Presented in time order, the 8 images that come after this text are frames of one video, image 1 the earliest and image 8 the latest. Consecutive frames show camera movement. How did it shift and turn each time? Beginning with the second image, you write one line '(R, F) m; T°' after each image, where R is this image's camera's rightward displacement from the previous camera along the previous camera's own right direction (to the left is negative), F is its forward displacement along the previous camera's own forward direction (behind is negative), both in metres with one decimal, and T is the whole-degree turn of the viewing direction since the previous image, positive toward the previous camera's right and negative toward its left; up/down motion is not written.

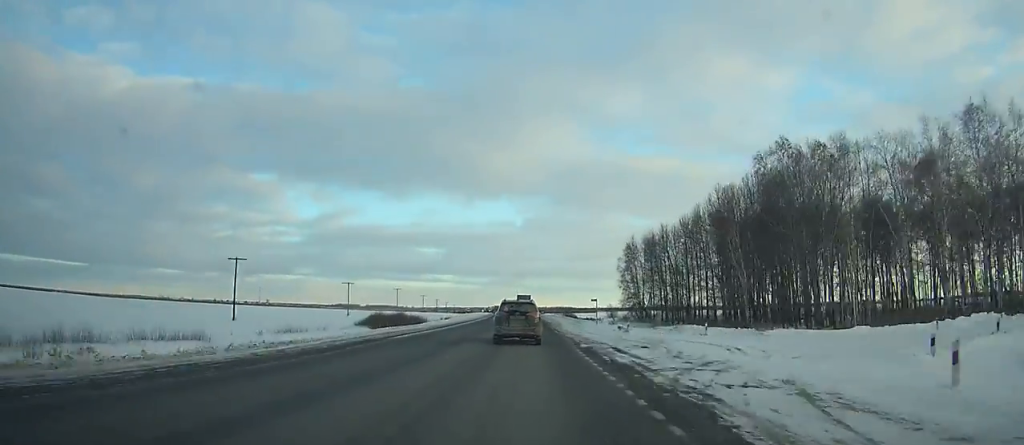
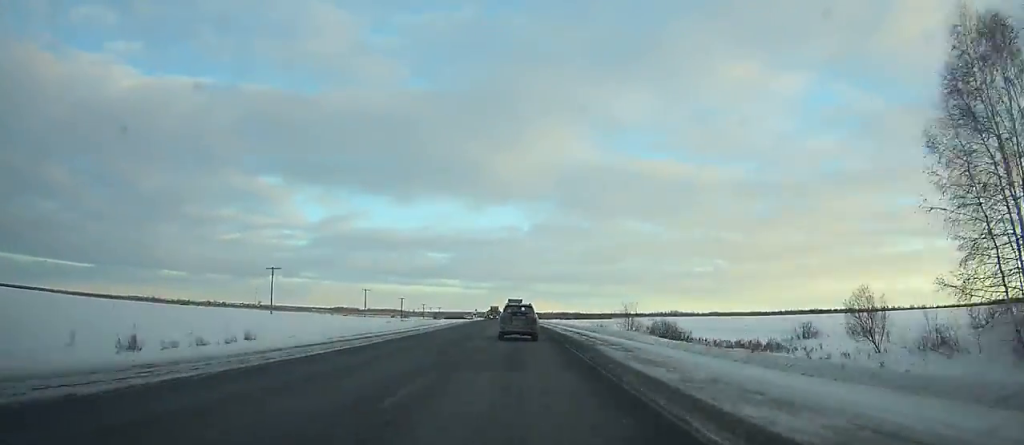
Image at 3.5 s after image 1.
(-1.5, +89.4) m; -2°
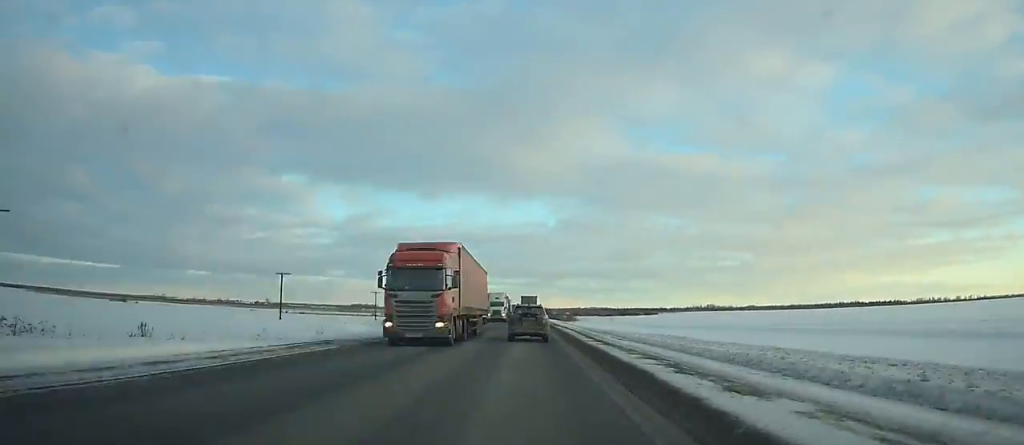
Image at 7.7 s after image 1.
(-1.7, +108.7) m; -2°
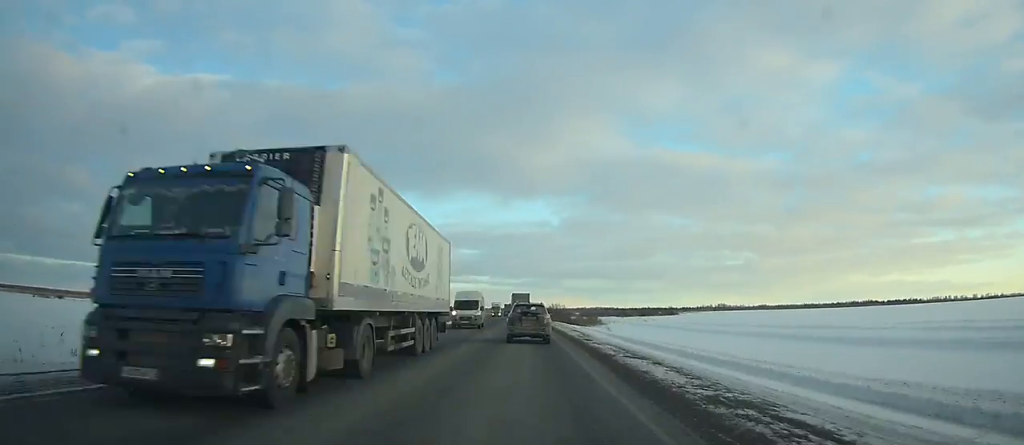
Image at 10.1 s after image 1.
(-0.3, +62.7) m; -1°
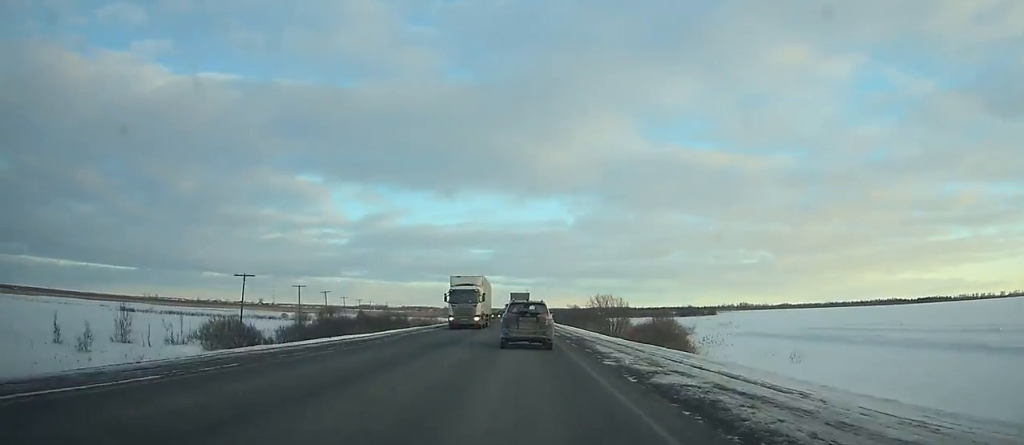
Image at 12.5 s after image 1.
(-0.4, +62.4) m; -1°
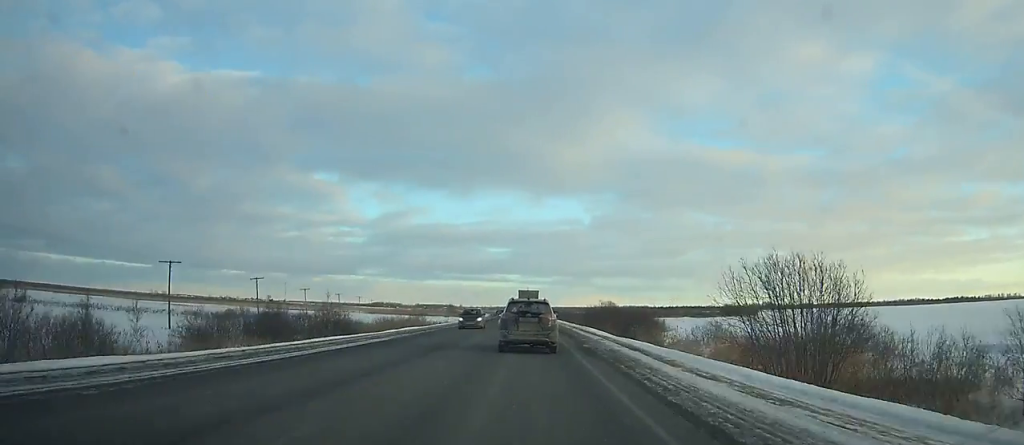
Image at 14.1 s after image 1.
(-0.3, +41.3) m; -1°
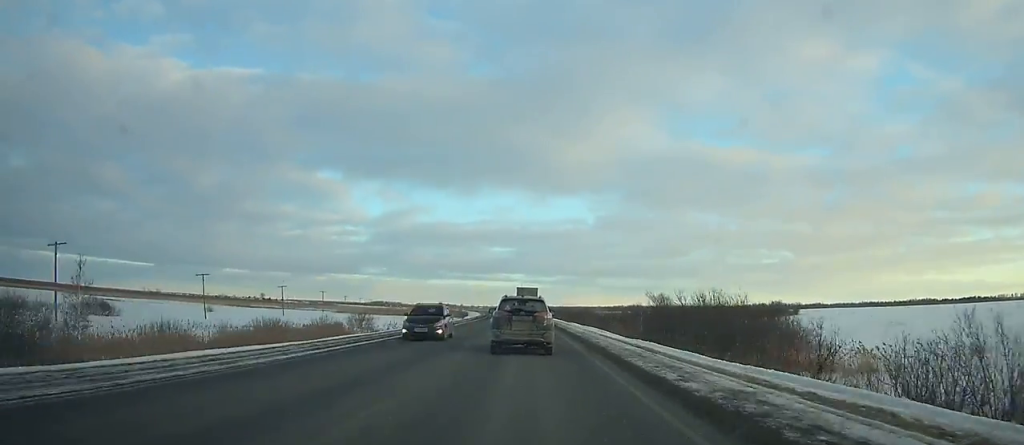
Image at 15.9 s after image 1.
(-0.4, +46.2) m; -1°
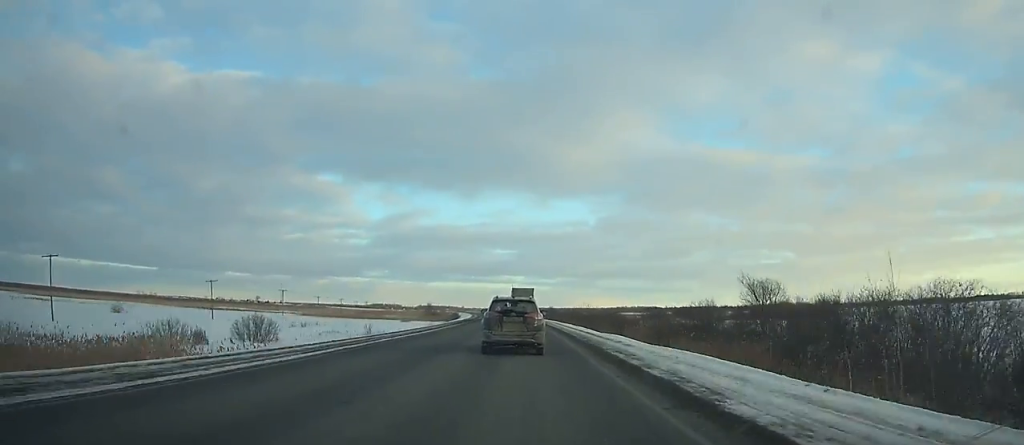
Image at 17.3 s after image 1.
(-0.3, +35.4) m; -1°
